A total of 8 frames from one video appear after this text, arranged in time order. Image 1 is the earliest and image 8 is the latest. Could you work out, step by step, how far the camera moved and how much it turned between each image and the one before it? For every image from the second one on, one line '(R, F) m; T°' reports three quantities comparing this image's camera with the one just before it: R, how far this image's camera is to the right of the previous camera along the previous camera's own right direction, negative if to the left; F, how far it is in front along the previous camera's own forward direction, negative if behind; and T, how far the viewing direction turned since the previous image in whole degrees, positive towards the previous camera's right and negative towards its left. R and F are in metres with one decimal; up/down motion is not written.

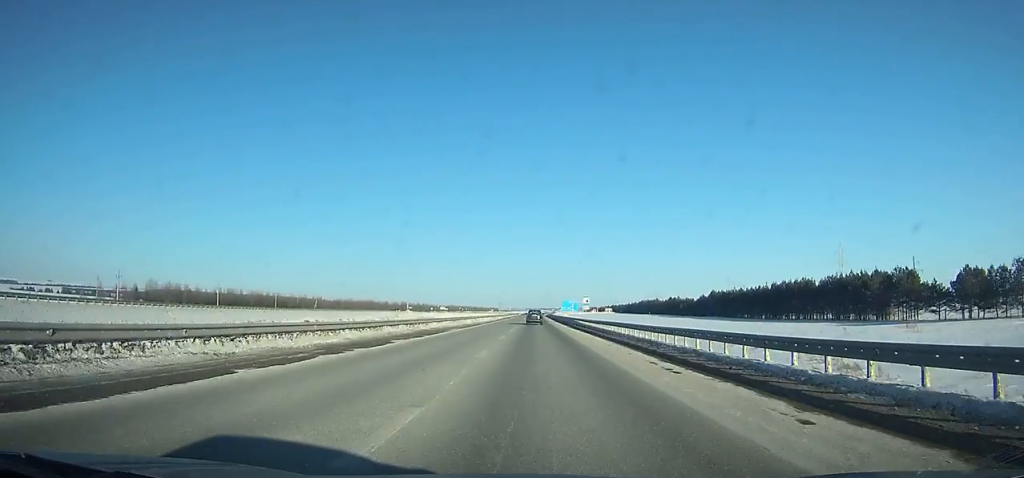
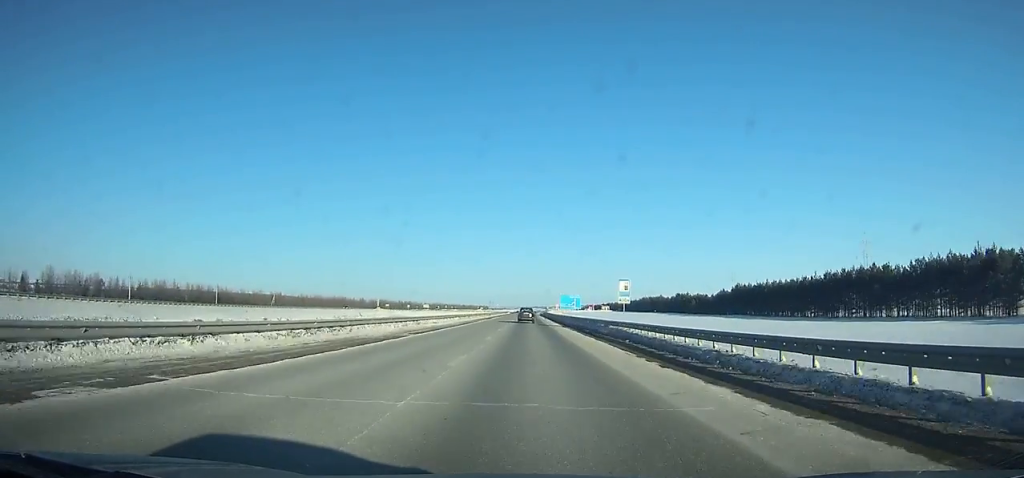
(+0.3, +39.6) m; 0°
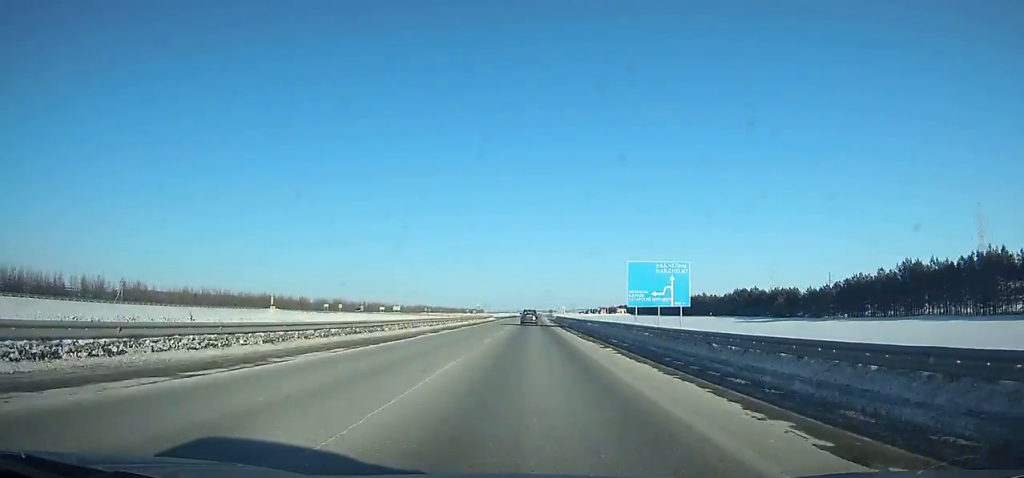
(+0.6, +97.6) m; +1°
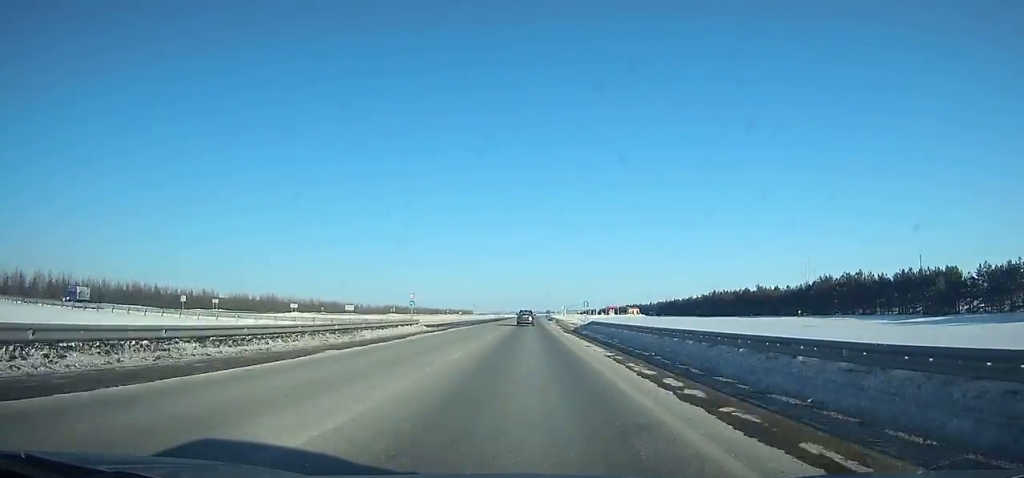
(+0.3, +78.5) m; 0°
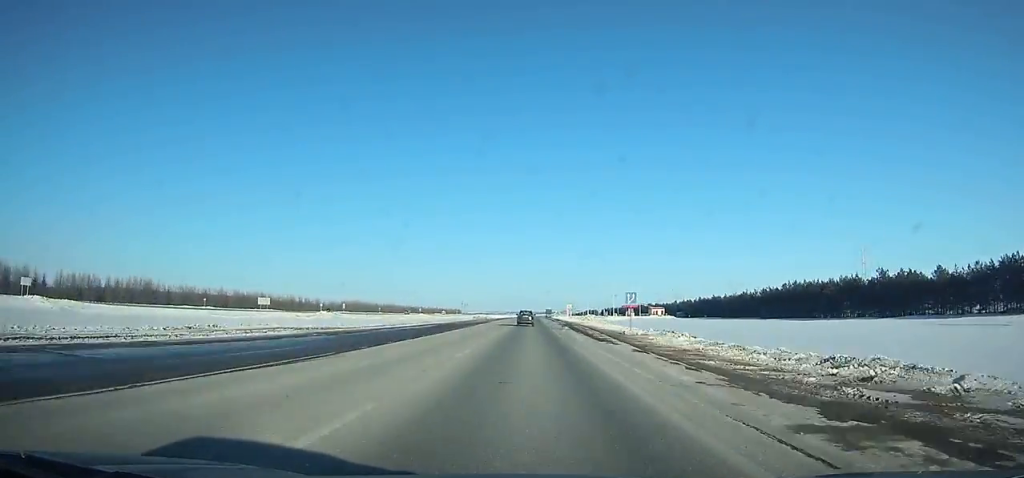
(0.0, +84.0) m; 0°
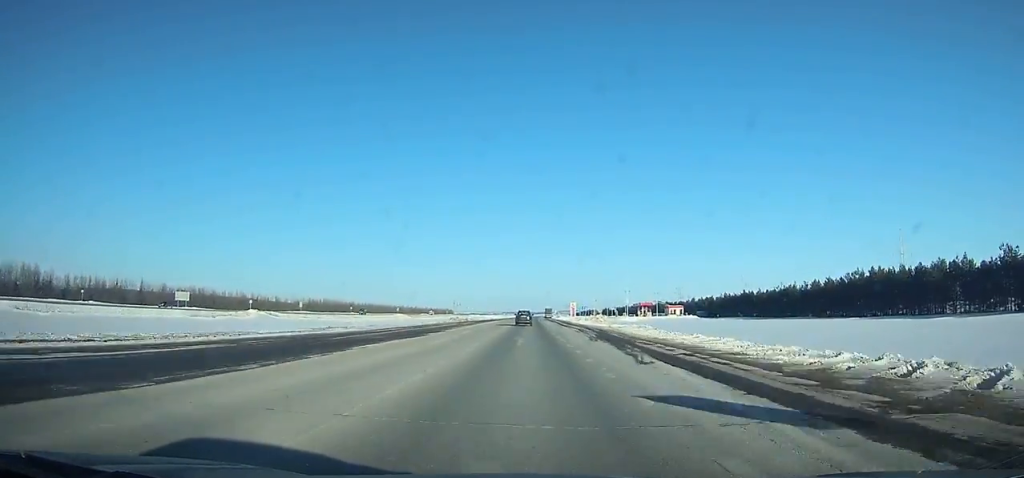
(+0.1, +43.7) m; 0°
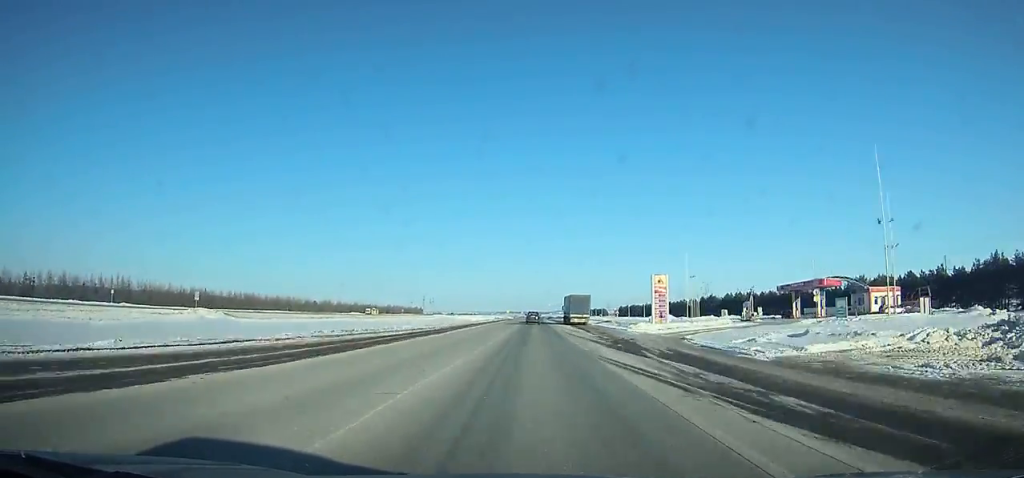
(+1.5, +159.7) m; +1°
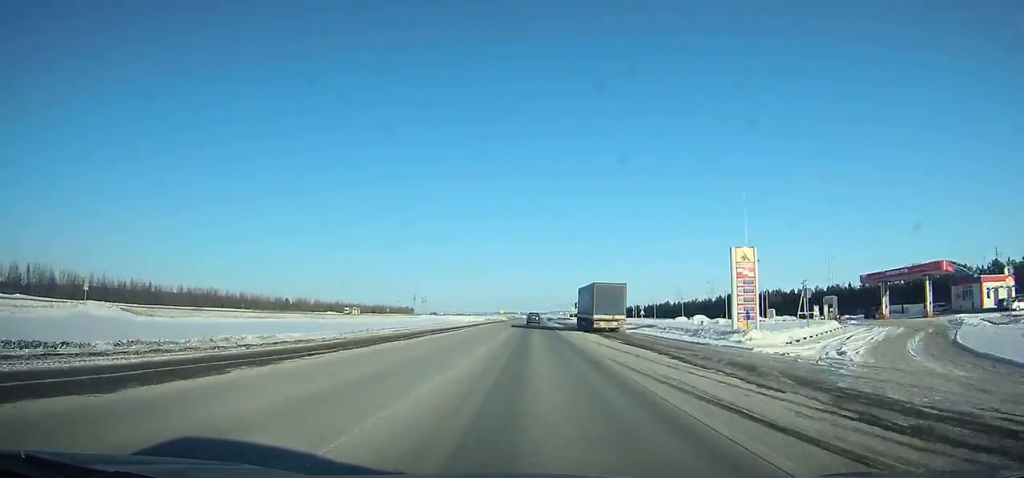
(0.0, +29.6) m; 0°
